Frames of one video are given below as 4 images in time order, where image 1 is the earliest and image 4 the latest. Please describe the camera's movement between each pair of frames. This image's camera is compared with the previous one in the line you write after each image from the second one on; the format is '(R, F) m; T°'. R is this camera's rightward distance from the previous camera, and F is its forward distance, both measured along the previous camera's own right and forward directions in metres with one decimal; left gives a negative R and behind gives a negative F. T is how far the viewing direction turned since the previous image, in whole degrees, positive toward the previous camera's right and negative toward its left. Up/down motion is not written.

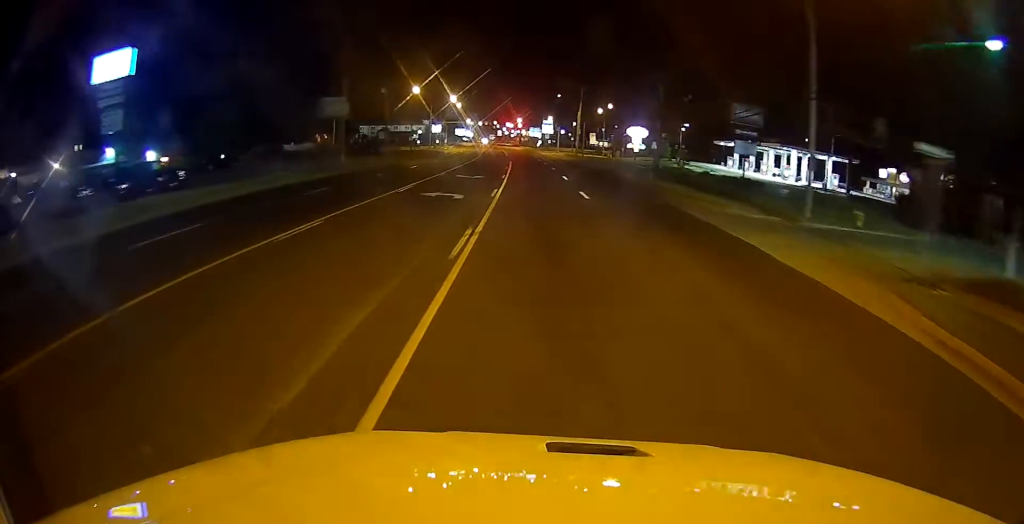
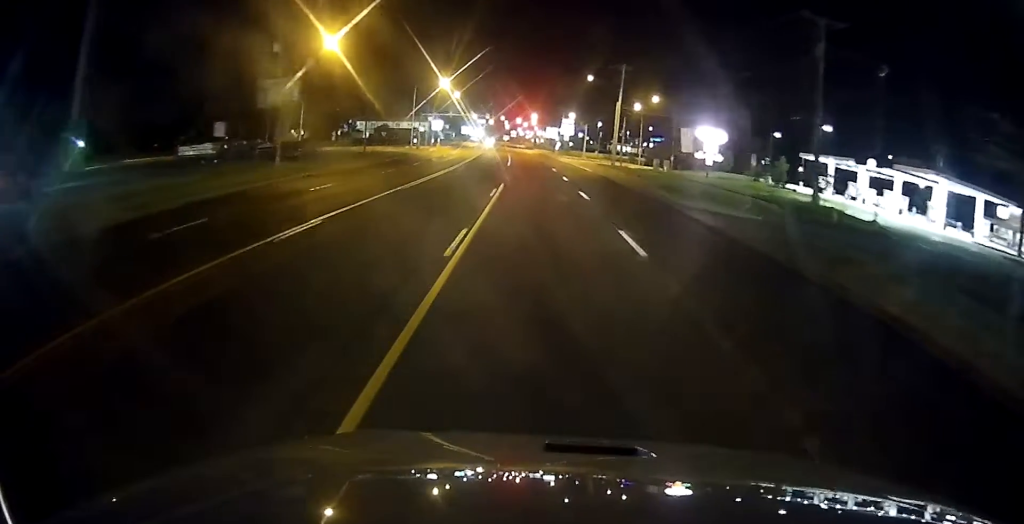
(-0.4, +37.0) m; -1°
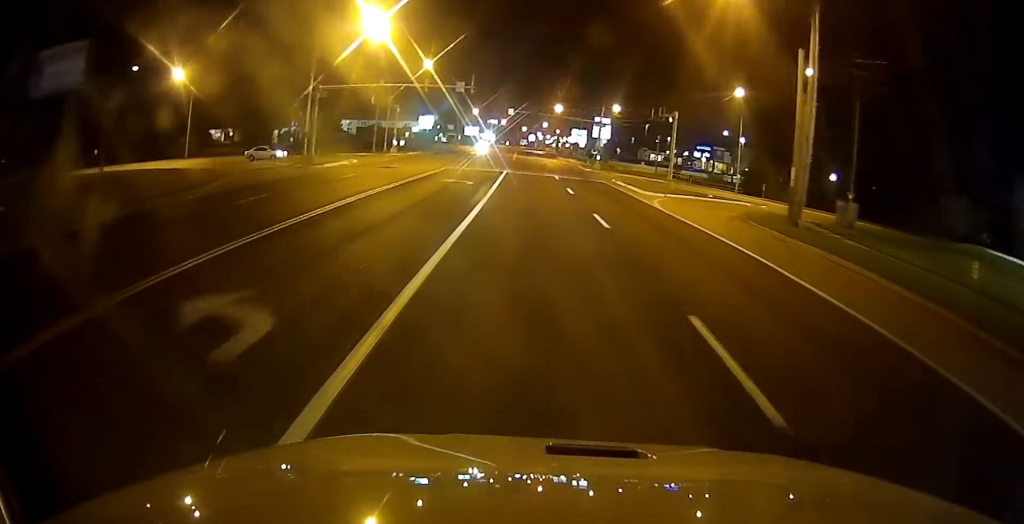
(-1.3, +59.1) m; -2°
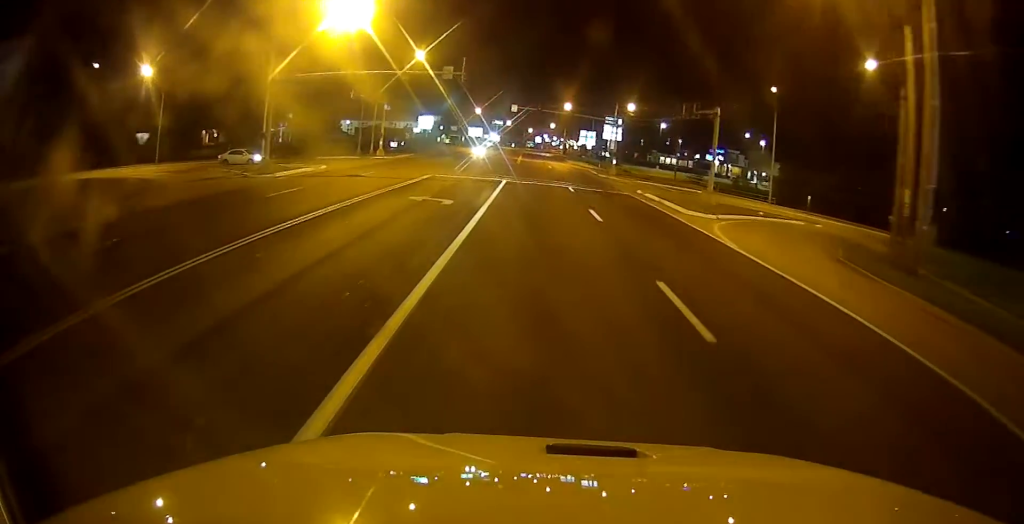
(-0.5, +11.3) m; -1°
